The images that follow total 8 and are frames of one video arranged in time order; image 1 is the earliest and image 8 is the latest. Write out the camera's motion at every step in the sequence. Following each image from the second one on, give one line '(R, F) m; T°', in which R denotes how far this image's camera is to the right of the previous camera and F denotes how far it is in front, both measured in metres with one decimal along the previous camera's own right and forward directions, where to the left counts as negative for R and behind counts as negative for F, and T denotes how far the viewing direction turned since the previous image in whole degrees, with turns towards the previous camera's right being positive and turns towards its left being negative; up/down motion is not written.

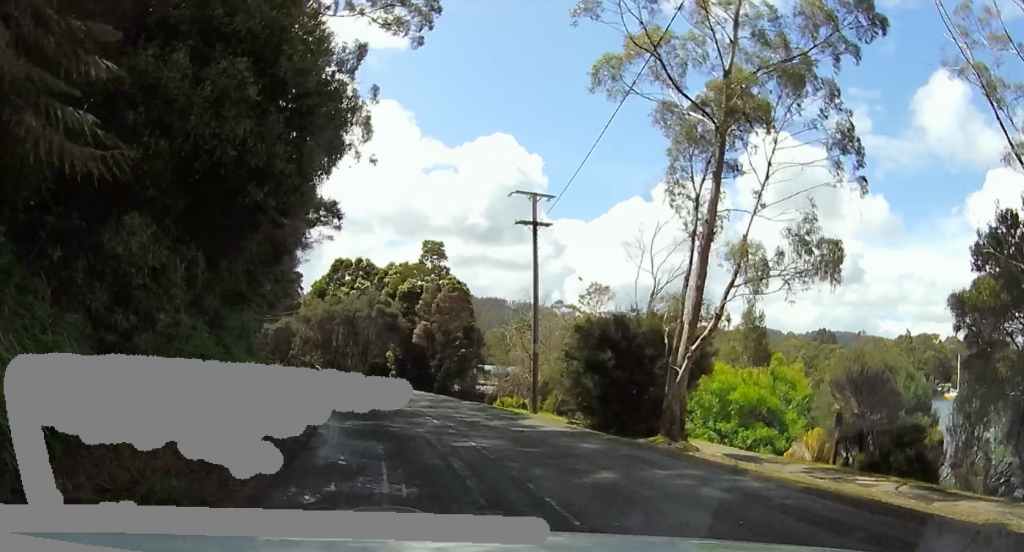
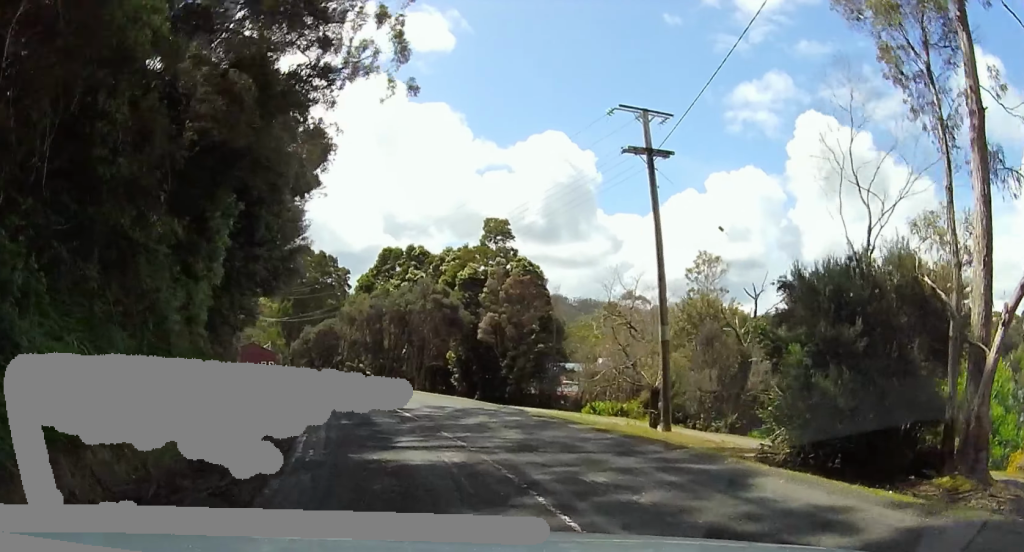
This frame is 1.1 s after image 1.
(-0.2, +10.7) m; -5°
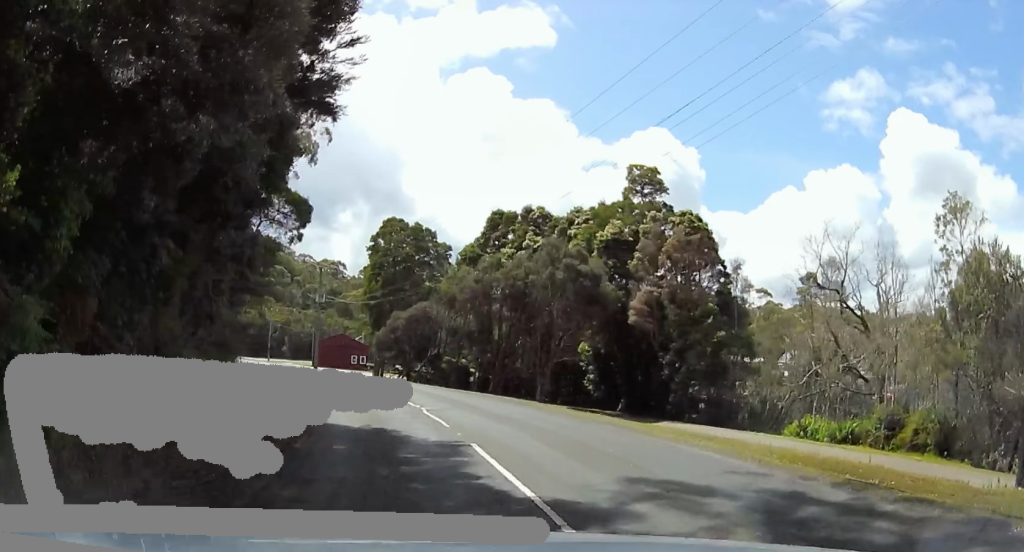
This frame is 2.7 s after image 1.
(-1.0, +15.1) m; -7°
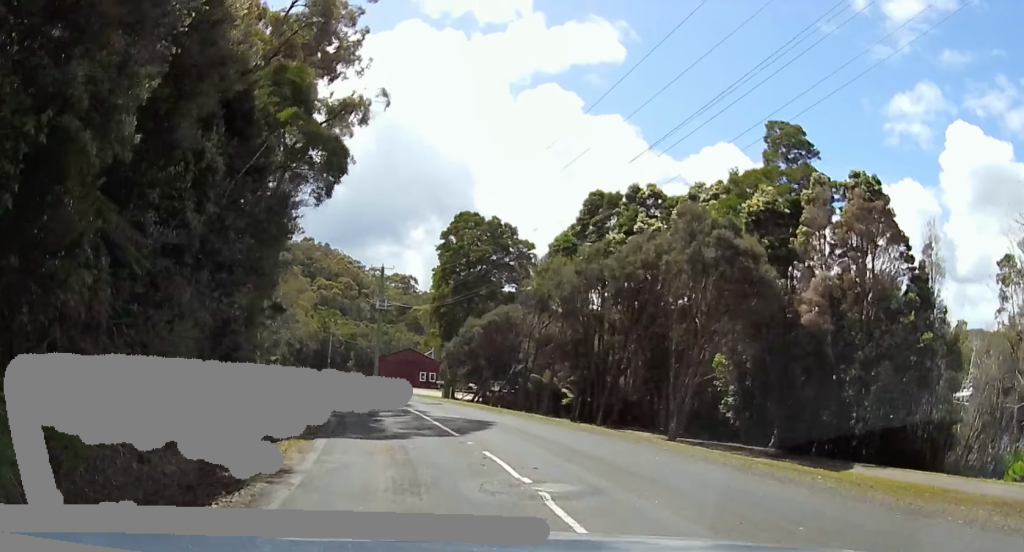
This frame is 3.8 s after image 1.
(-0.8, +10.8) m; -11°
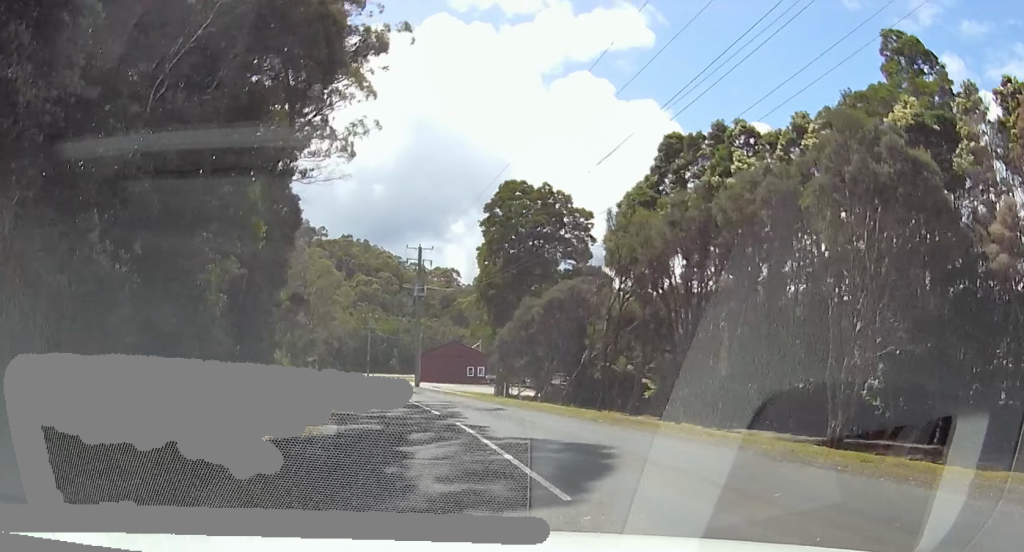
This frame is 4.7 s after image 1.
(-0.8, +8.3) m; -7°
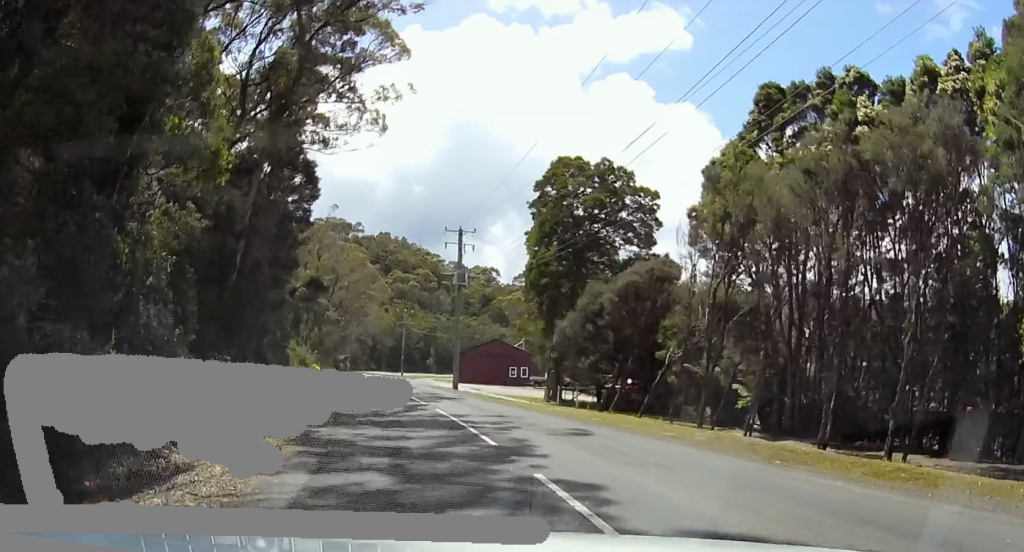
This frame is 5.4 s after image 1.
(-0.3, +7.2) m; -3°
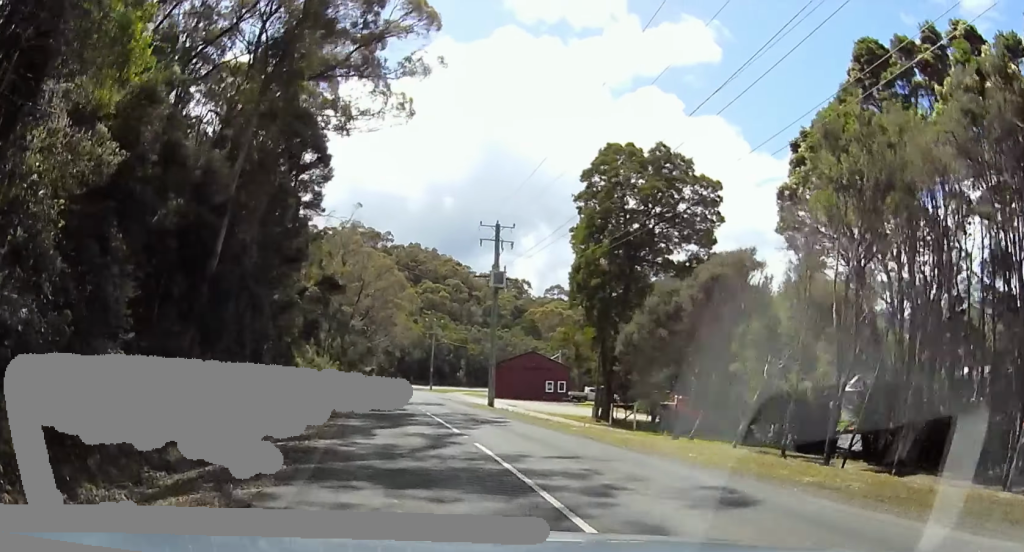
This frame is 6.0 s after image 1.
(0.0, +5.7) m; 0°
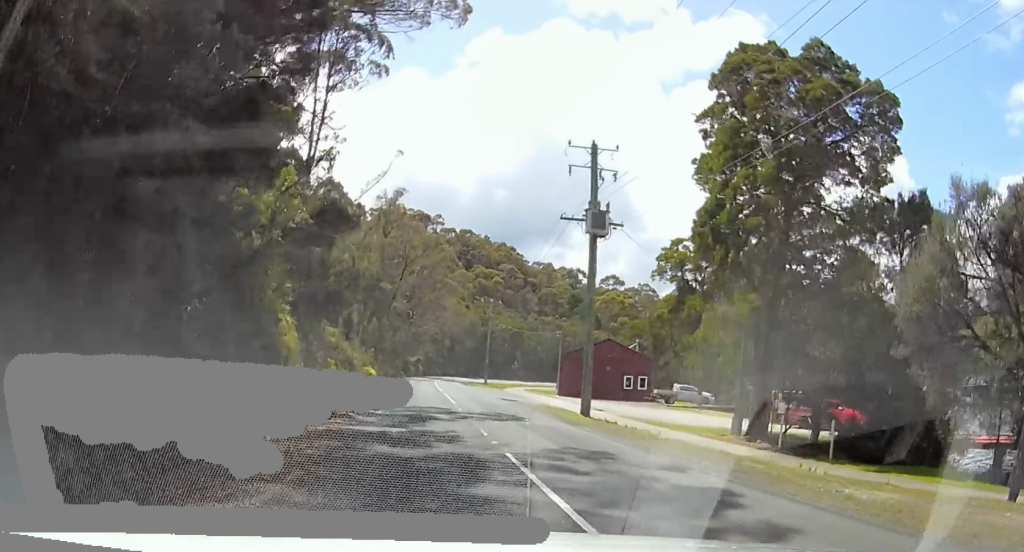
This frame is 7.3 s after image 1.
(0.0, +13.4) m; 0°
